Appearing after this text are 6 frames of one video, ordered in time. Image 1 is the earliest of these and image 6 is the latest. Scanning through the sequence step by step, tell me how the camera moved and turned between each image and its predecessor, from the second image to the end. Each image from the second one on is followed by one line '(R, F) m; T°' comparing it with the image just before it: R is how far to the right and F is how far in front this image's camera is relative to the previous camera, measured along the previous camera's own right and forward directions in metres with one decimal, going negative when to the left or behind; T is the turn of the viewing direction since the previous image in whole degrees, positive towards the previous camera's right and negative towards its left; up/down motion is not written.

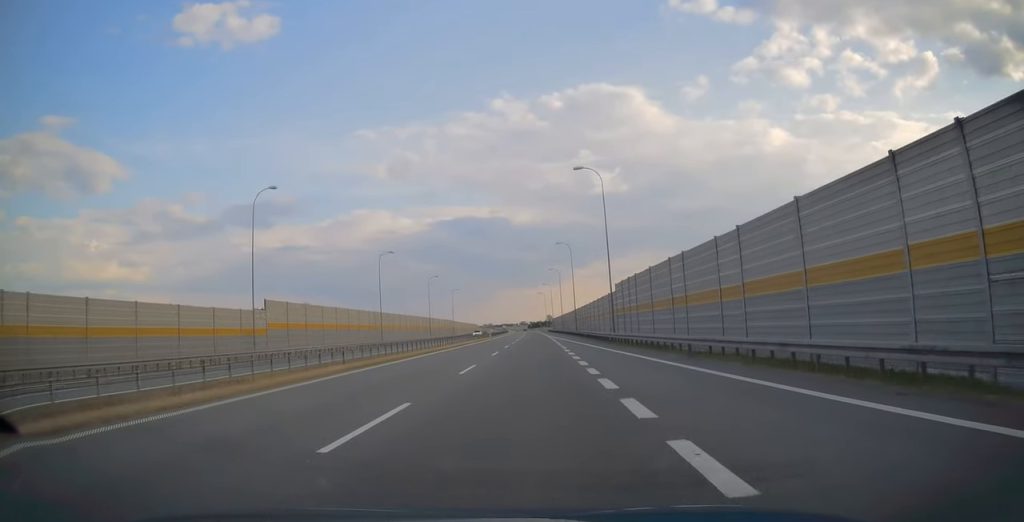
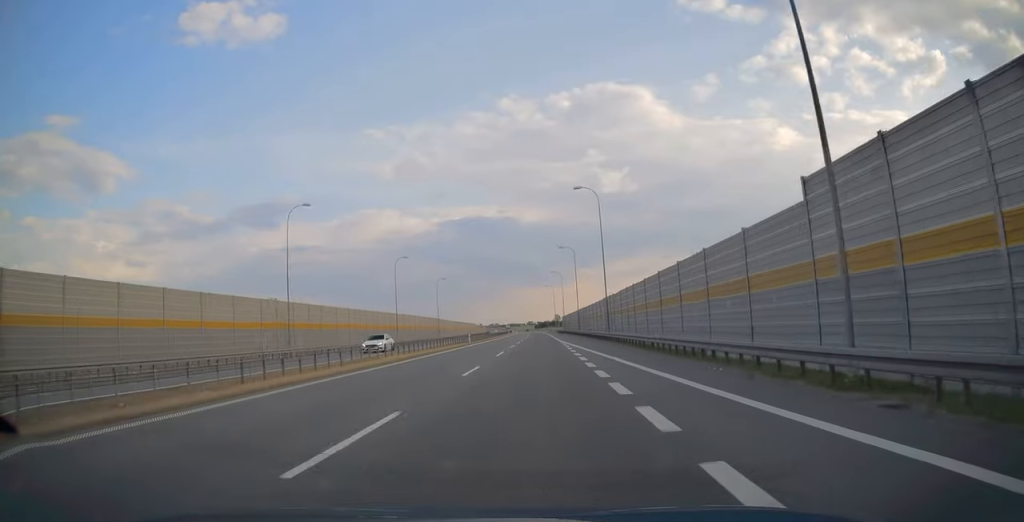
(-0.1, +37.0) m; 0°
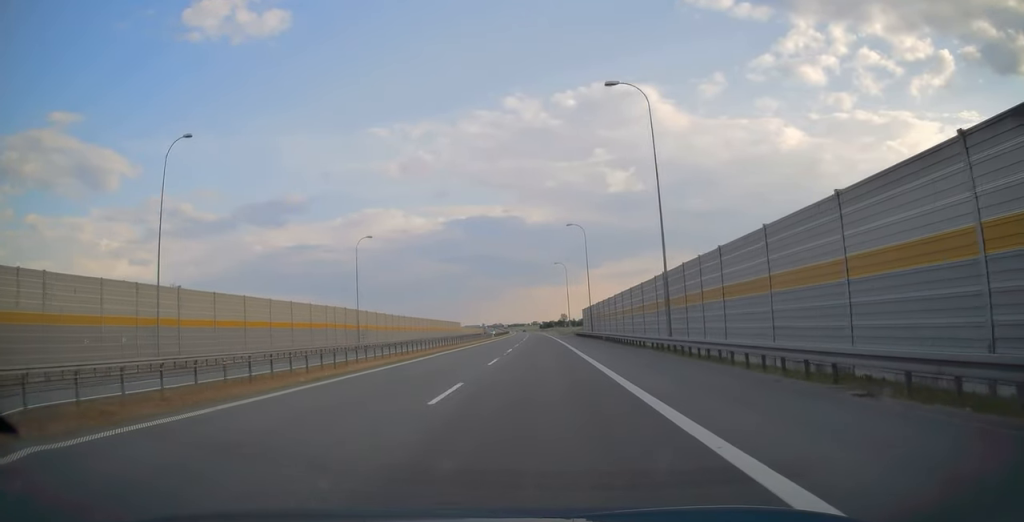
(-0.6, +65.9) m; -1°
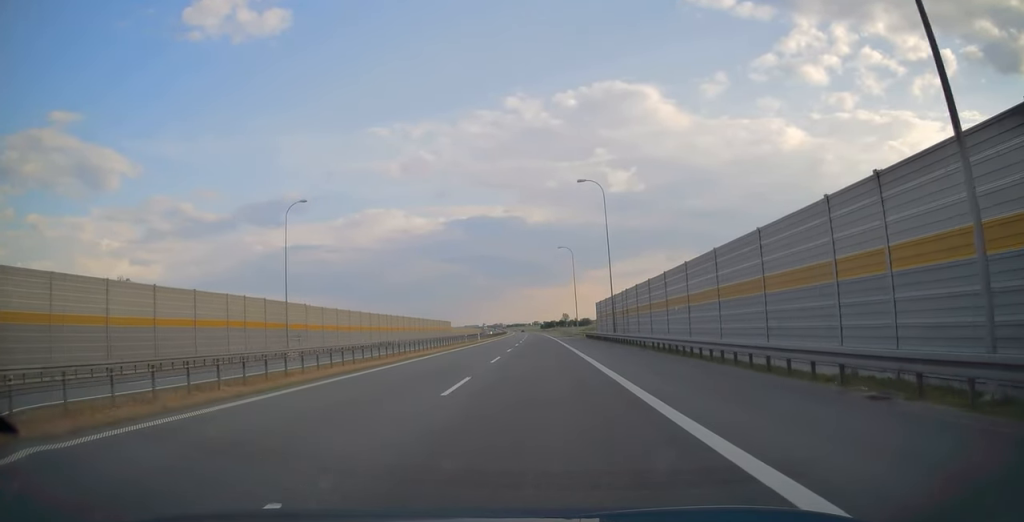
(-0.2, +22.9) m; 0°
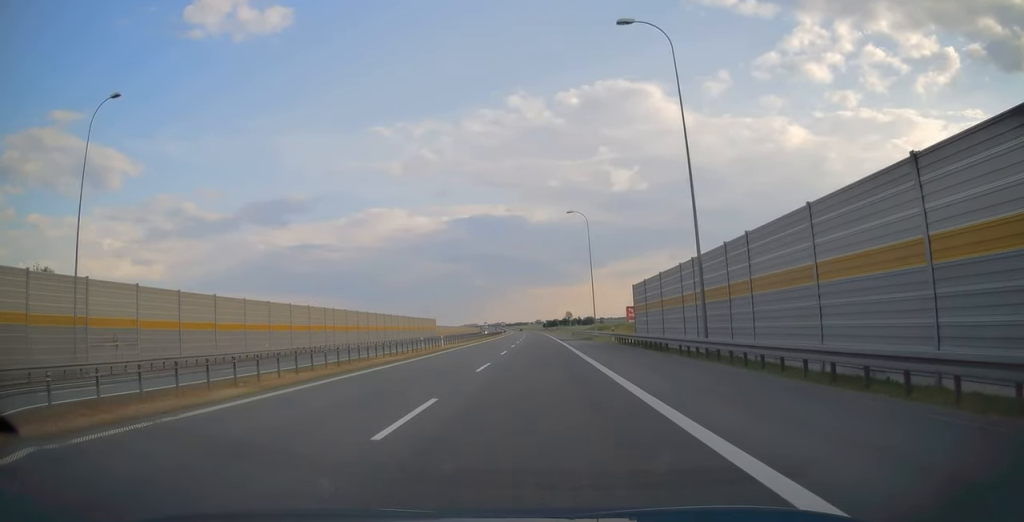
(+0.2, +28.9) m; 0°
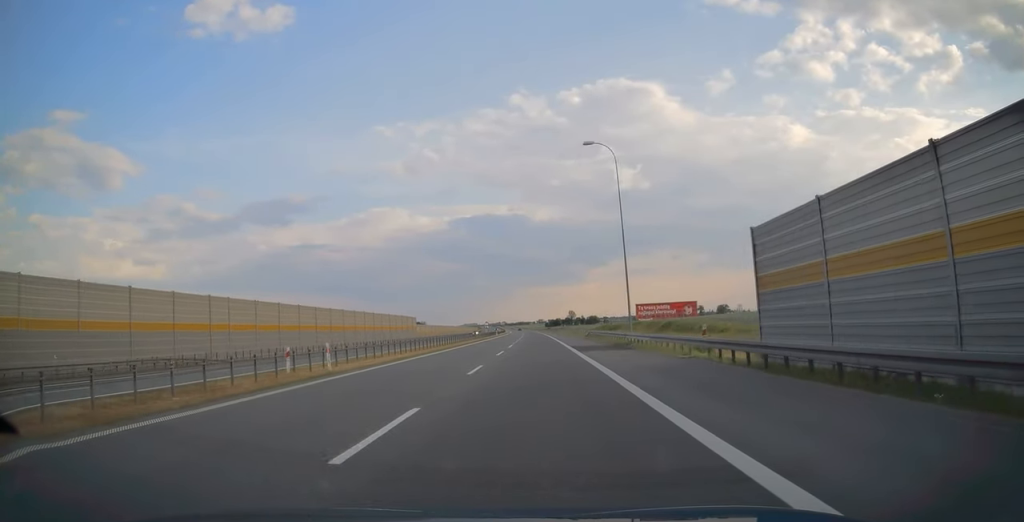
(-0.1, +25.6) m; 0°
